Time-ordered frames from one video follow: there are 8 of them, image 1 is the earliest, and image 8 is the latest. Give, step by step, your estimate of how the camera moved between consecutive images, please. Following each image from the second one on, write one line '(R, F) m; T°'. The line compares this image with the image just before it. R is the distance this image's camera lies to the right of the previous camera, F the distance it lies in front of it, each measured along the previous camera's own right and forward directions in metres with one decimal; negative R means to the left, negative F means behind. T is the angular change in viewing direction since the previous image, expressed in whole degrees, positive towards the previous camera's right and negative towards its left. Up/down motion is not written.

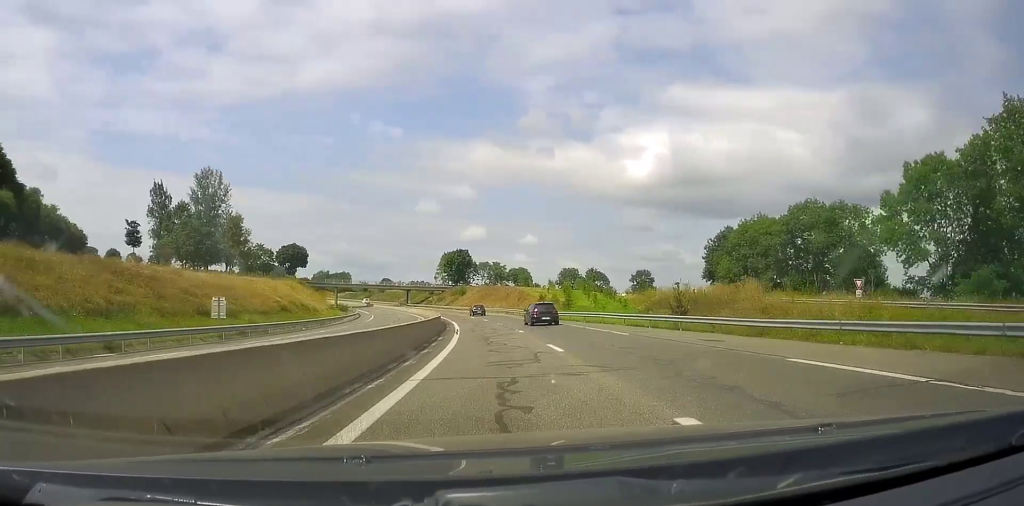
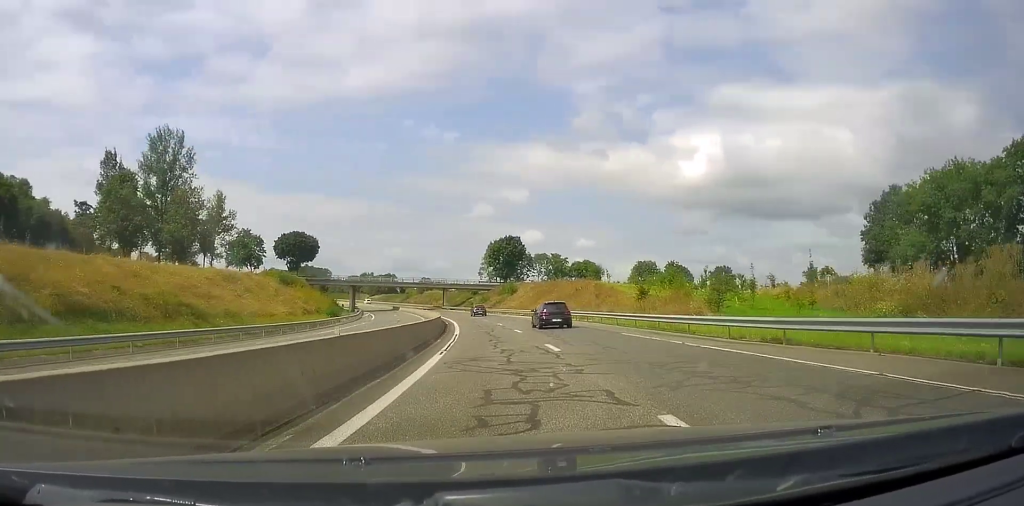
(-2.5, +44.7) m; -6°
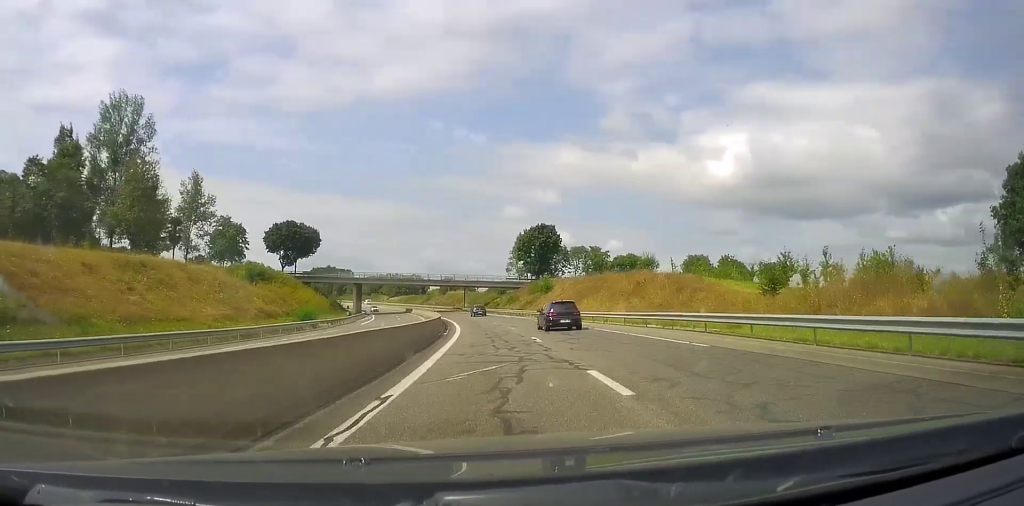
(-0.7, +23.7) m; -3°
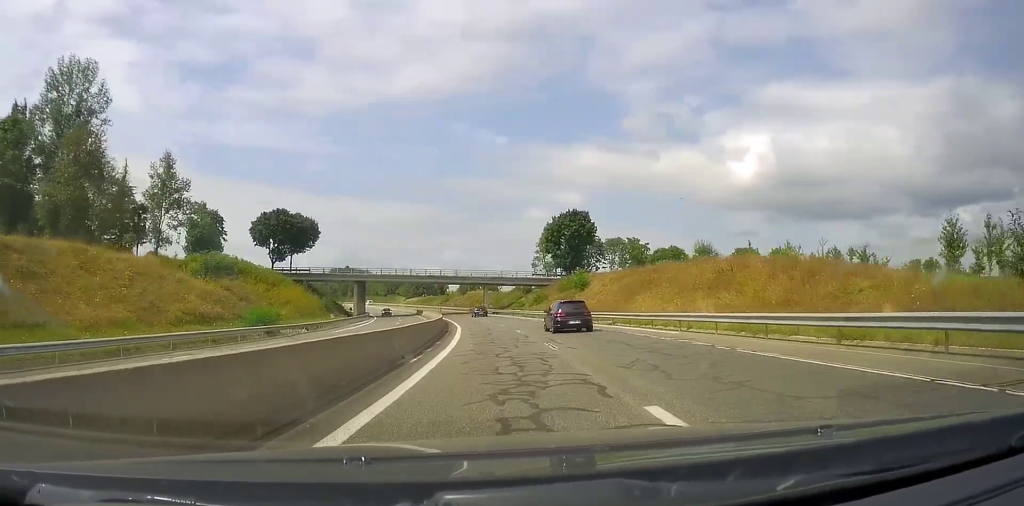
(0.0, +17.9) m; -2°
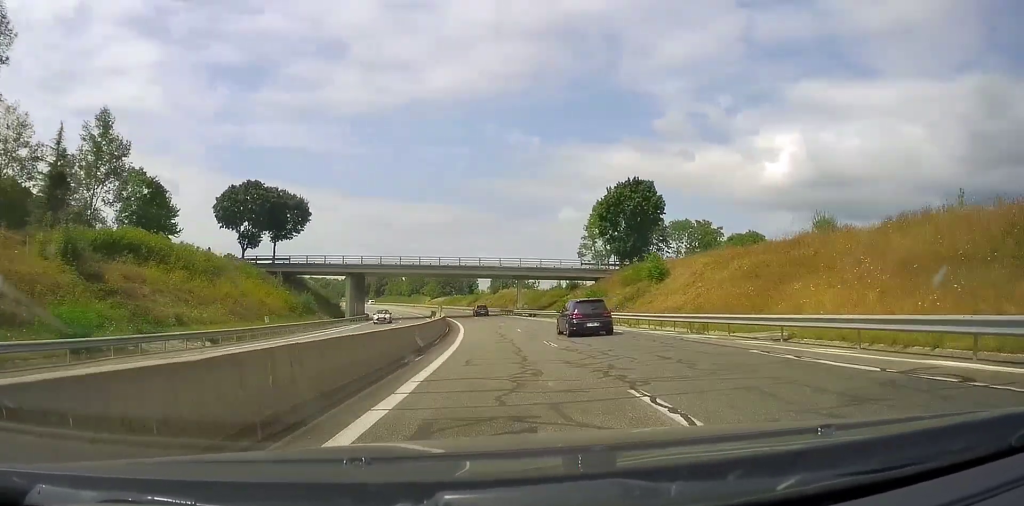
(-1.2, +23.7) m; -4°
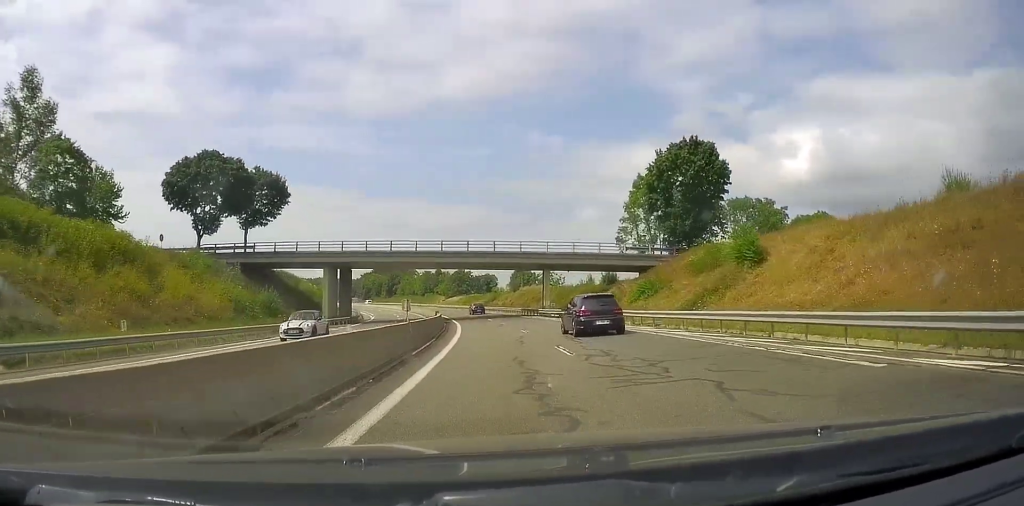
(-0.4, +15.4) m; -2°
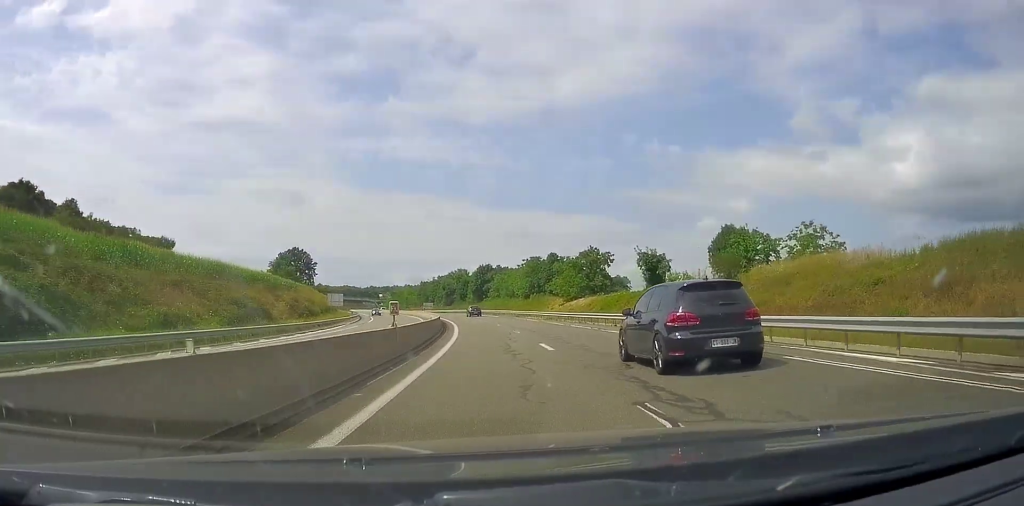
(-5.8, +78.4) m; -8°
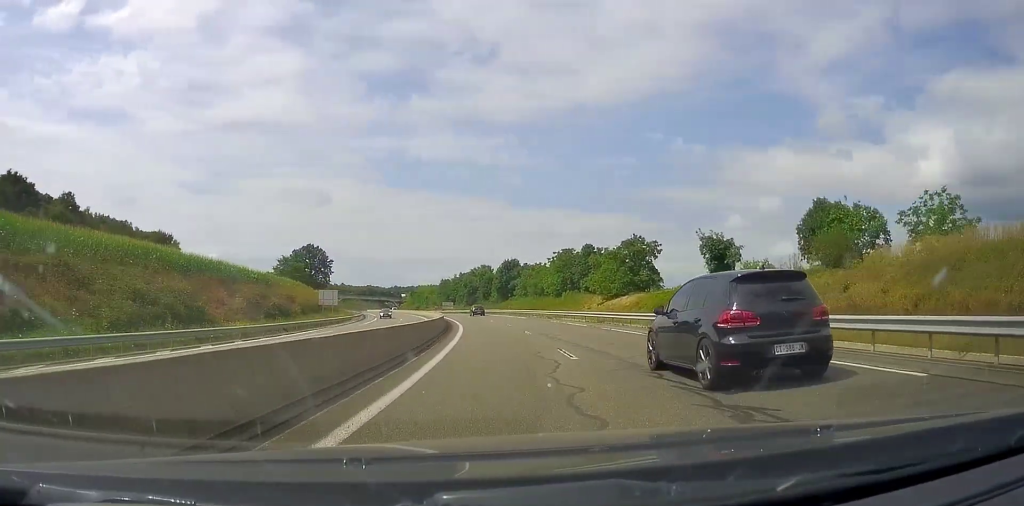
(+0.1, +16.4) m; -2°
